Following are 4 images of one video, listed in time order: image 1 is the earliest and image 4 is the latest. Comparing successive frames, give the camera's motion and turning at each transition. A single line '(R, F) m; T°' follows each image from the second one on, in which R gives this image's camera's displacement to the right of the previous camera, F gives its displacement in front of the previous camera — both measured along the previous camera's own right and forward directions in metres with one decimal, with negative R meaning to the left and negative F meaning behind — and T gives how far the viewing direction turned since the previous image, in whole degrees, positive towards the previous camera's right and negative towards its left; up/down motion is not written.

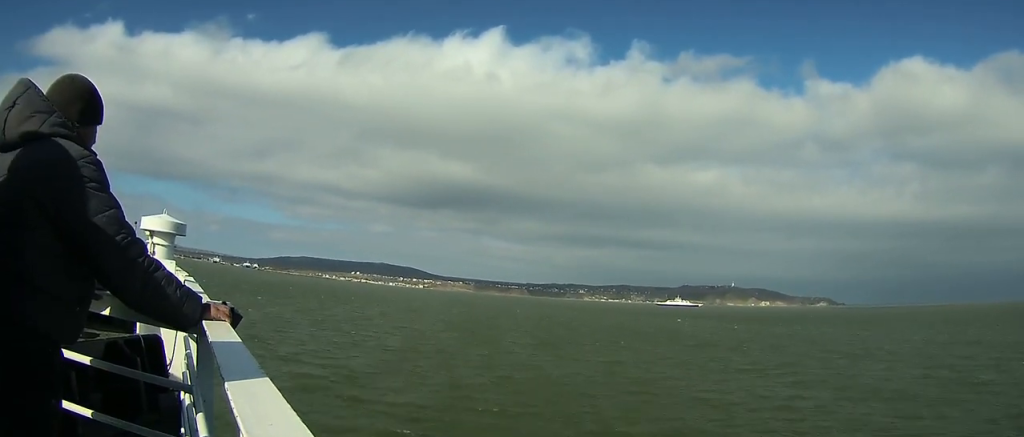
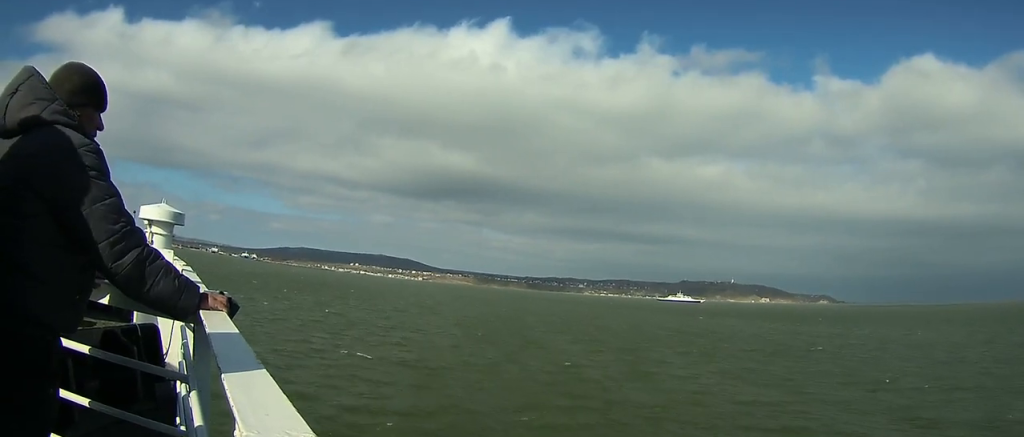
(-0.1, +12.7) m; -3°
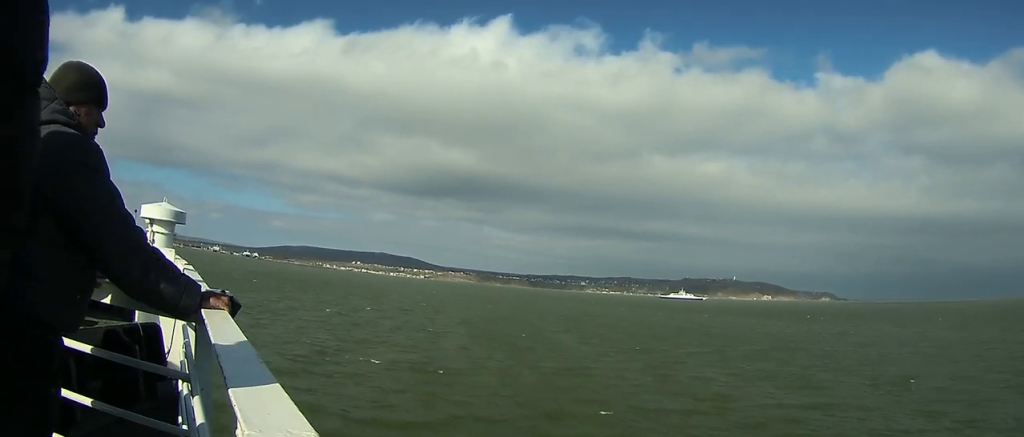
(0.0, +1.9) m; -1°
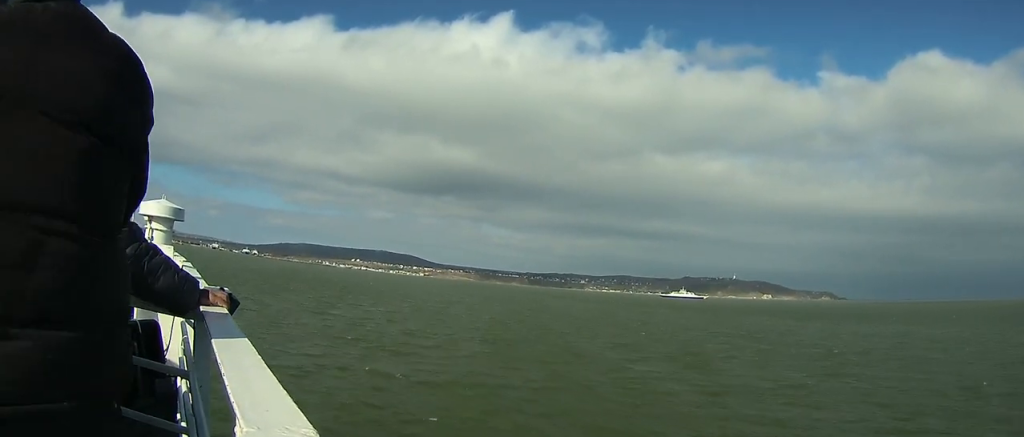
(-0.1, +5.9) m; -1°
